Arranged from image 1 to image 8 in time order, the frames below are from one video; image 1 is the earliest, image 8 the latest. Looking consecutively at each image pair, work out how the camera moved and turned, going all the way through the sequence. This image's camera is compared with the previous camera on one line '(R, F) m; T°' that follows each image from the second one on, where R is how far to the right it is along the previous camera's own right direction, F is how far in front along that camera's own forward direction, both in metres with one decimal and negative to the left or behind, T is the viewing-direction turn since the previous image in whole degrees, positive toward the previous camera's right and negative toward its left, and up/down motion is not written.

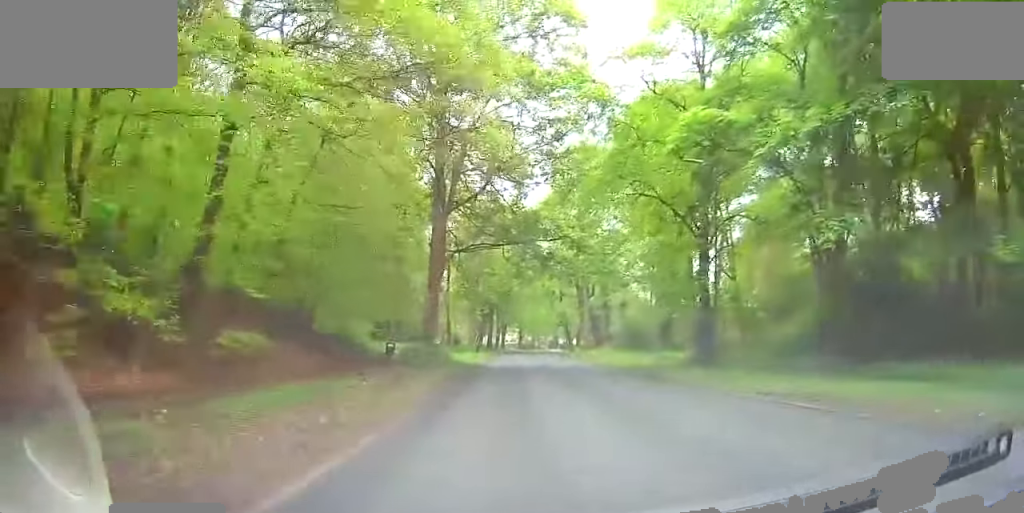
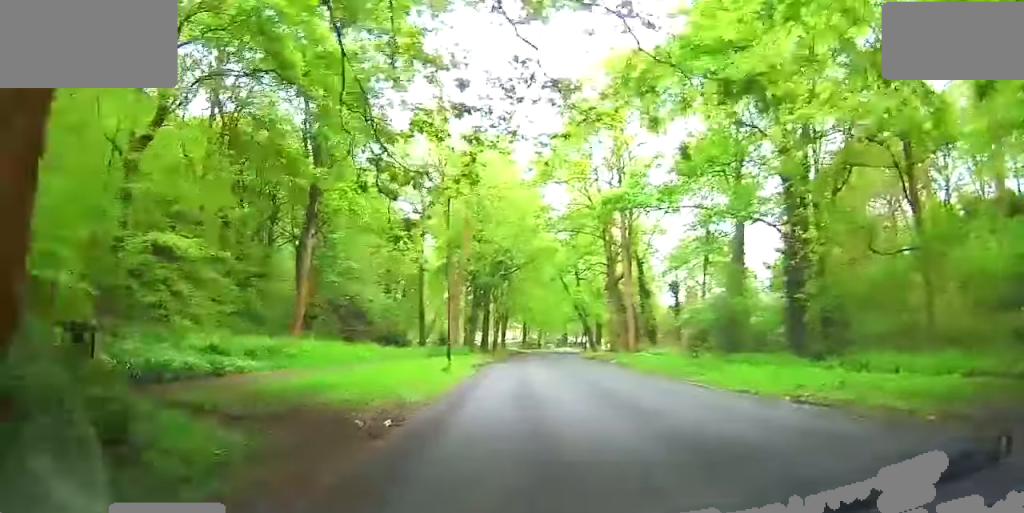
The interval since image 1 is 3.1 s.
(+2.9, +30.7) m; +8°
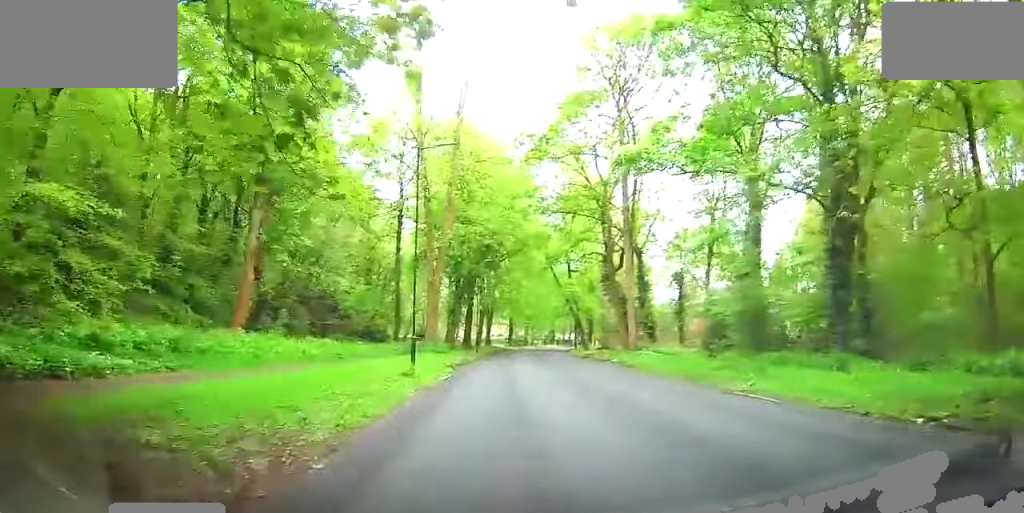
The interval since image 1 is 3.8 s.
(-0.1, +7.4) m; -1°
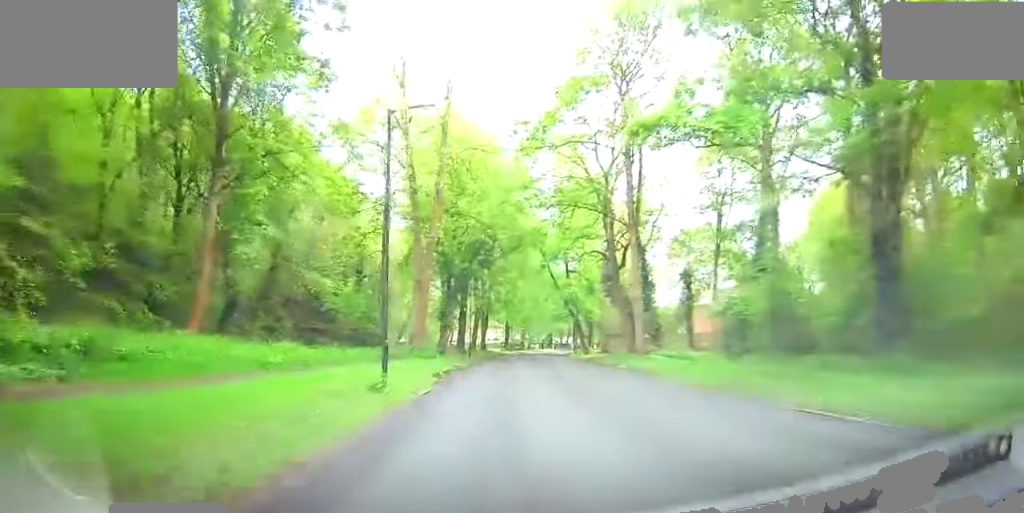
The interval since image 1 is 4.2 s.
(-0.1, +4.6) m; -1°
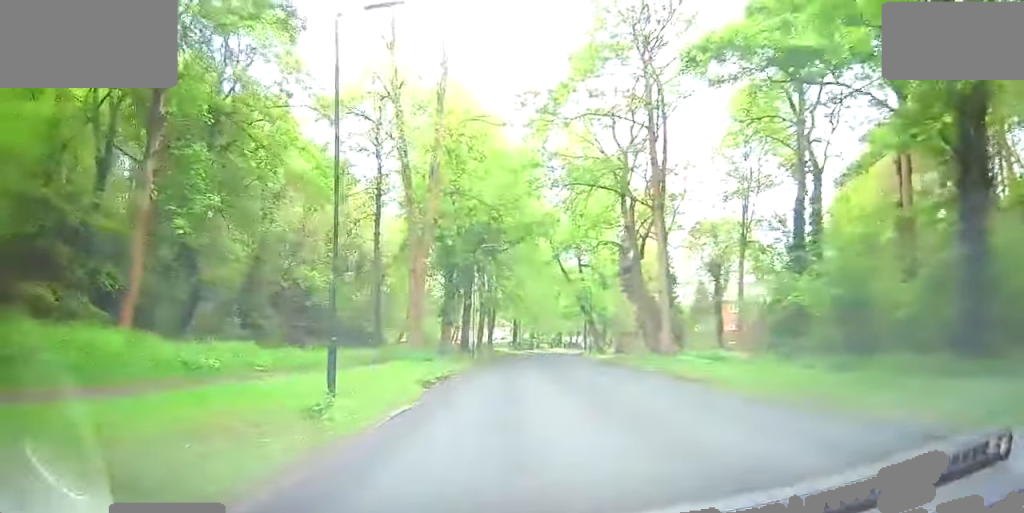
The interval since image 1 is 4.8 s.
(0.0, +6.4) m; 0°
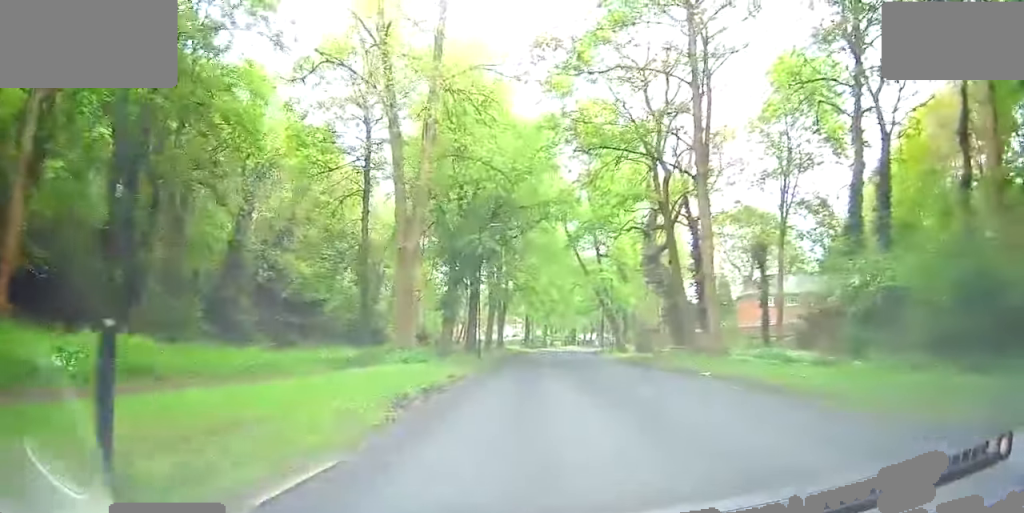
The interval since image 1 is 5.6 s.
(0.0, +7.7) m; +1°
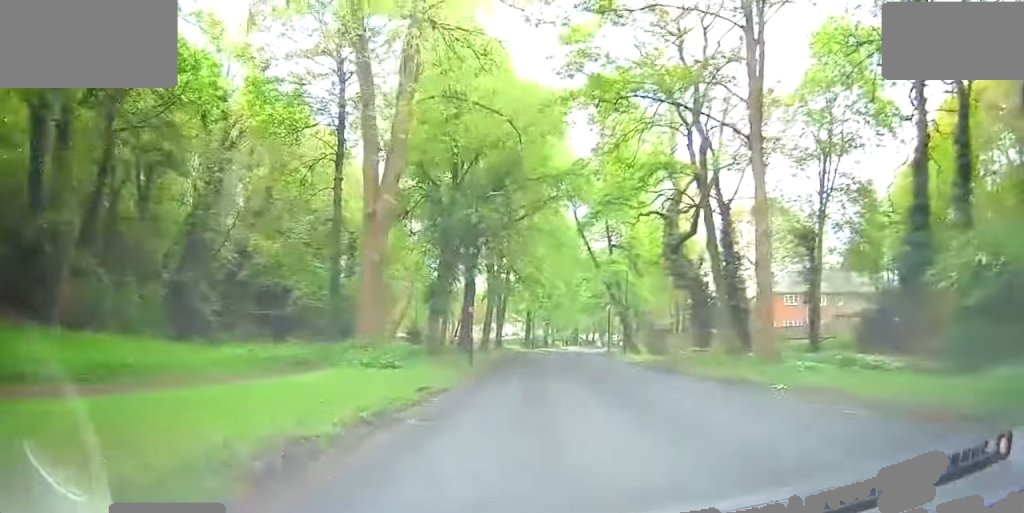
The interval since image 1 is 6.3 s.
(-0.1, +7.7) m; +4°
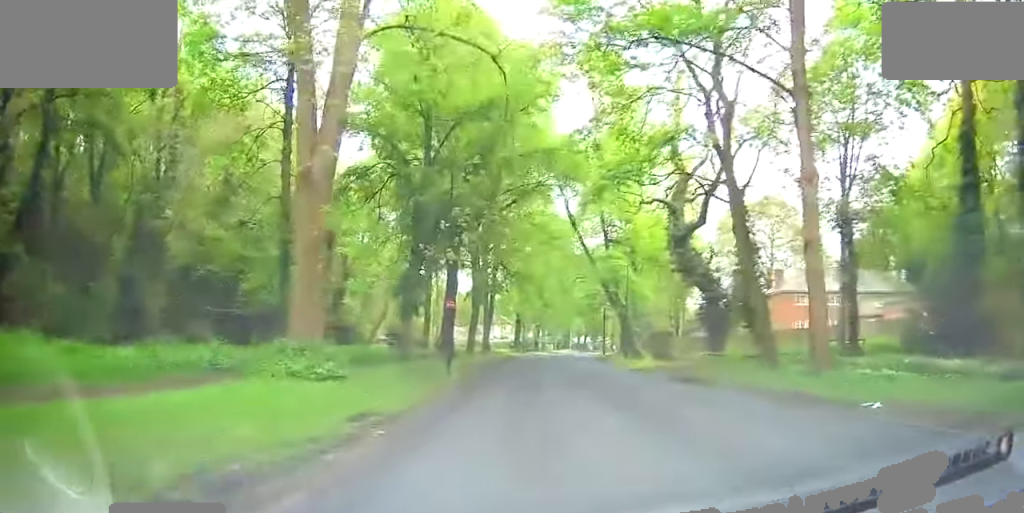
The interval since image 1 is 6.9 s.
(+0.4, +6.1) m; +7°
